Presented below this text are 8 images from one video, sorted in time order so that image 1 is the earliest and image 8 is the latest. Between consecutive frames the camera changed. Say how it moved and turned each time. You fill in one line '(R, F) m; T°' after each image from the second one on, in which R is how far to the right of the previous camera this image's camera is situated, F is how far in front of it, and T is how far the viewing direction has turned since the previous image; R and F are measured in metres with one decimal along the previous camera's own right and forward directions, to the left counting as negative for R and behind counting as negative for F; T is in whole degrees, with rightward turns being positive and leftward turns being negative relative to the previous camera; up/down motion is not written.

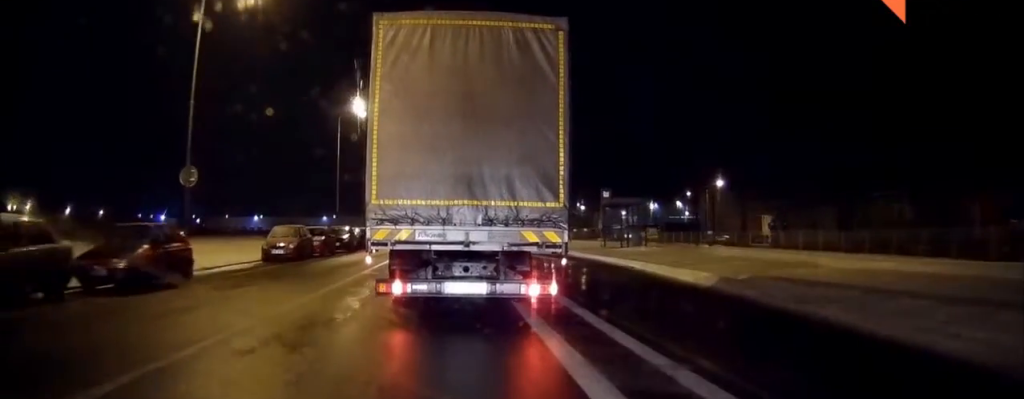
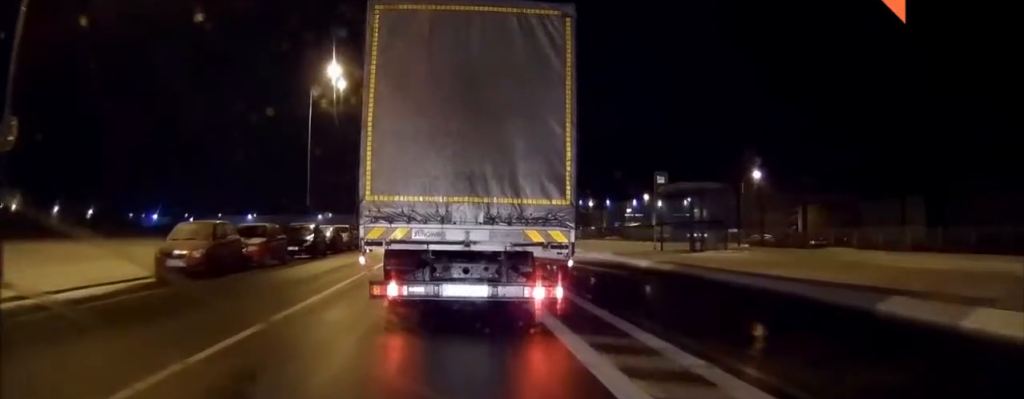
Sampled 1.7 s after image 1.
(+0.1, +11.2) m; +1°
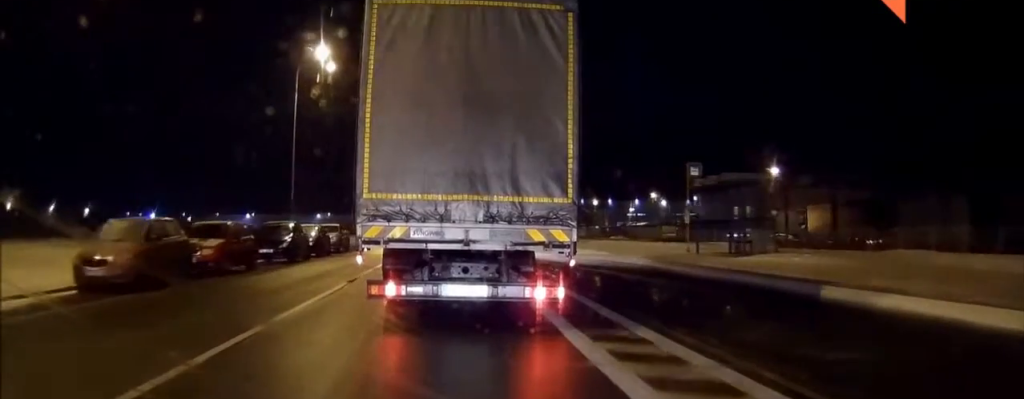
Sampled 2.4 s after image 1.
(0.0, +4.5) m; 0°
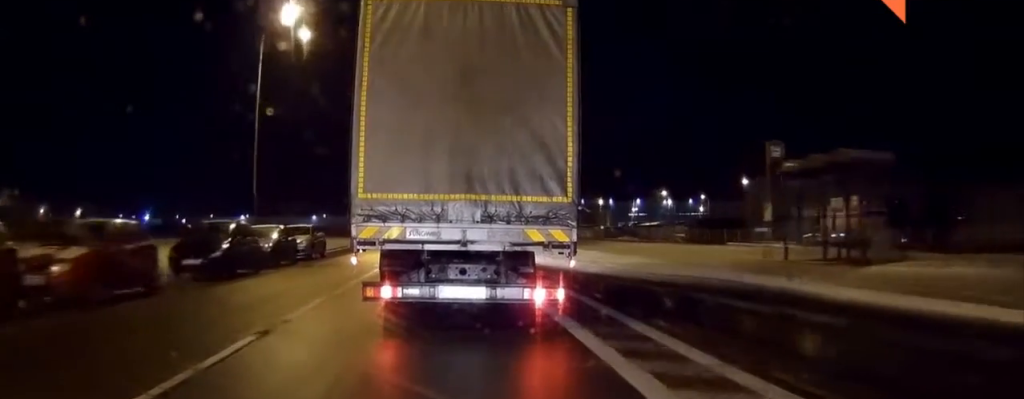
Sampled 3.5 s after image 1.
(0.0, +7.3) m; -1°
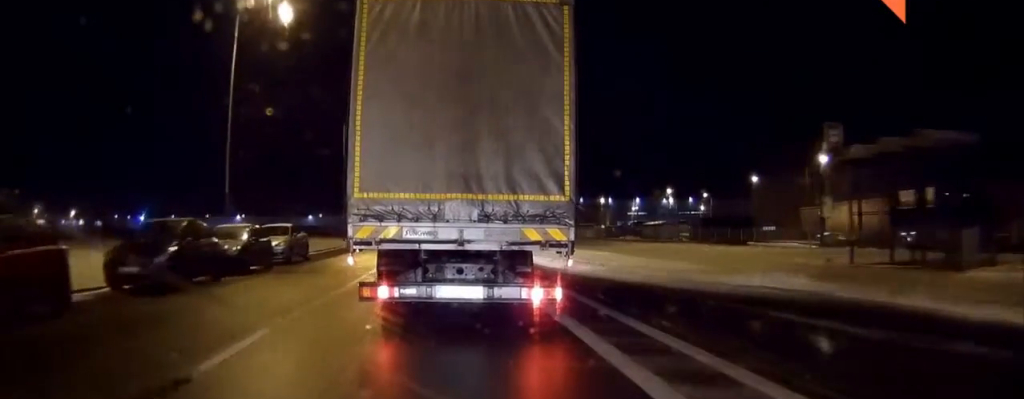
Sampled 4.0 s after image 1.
(-0.1, +3.6) m; 0°
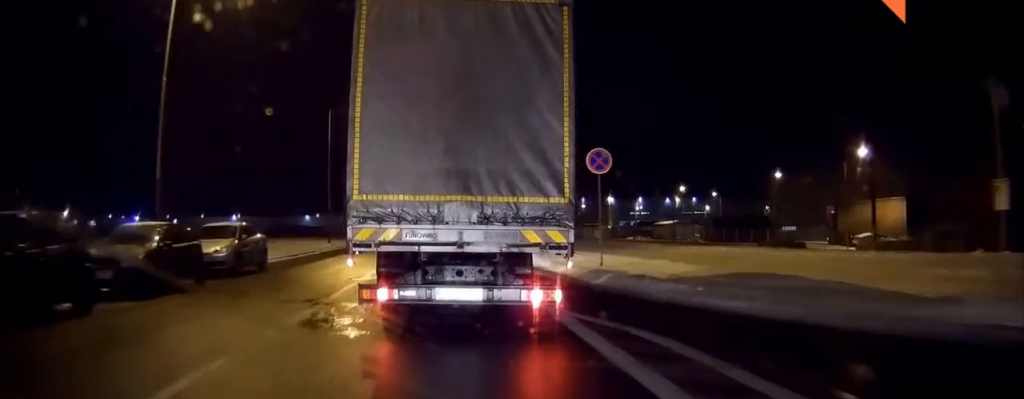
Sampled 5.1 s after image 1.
(0.0, +6.8) m; 0°
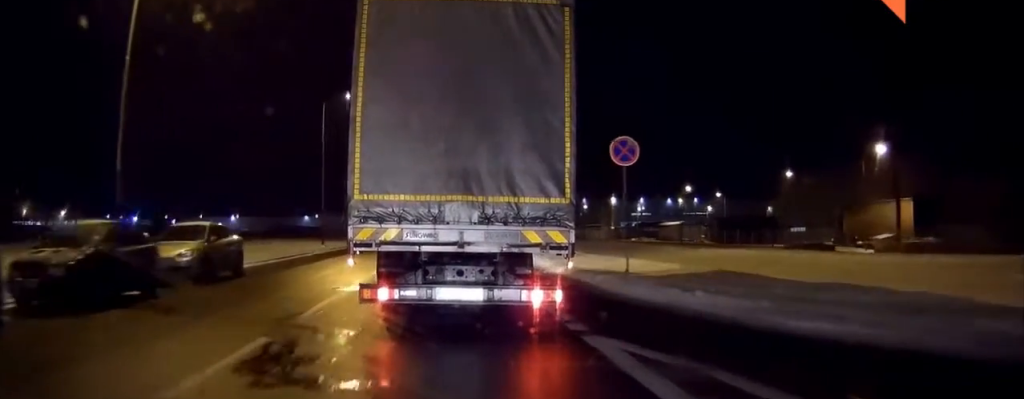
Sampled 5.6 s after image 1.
(0.0, +2.8) m; 0°
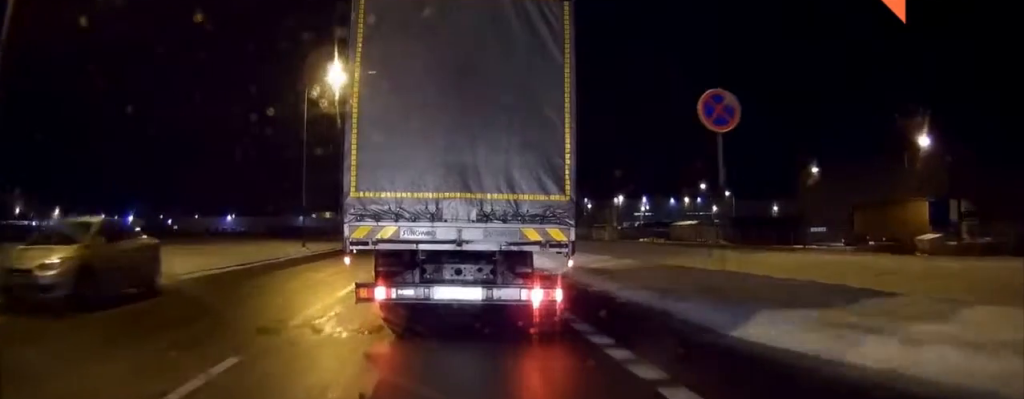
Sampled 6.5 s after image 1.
(-0.1, +5.9) m; 0°
